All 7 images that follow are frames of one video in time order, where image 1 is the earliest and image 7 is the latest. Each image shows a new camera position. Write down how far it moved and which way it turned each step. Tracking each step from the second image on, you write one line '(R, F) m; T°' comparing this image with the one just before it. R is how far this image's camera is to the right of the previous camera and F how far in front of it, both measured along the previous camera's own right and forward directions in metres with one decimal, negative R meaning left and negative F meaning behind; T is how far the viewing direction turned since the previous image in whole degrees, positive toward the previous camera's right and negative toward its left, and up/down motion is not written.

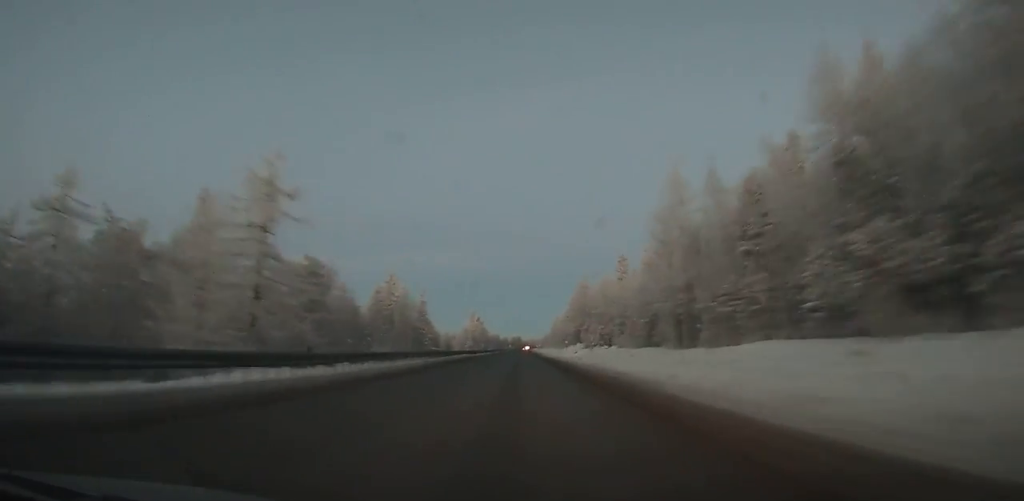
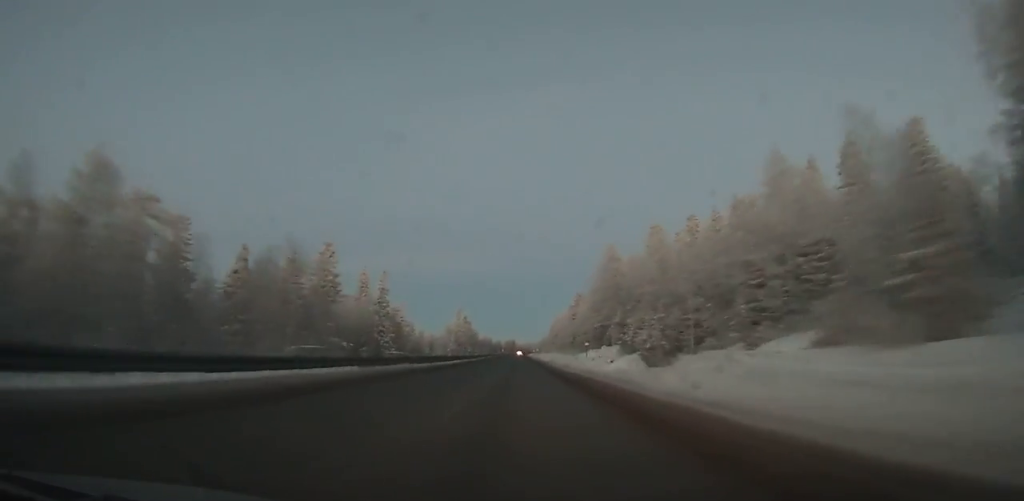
(+0.5, +38.7) m; 0°
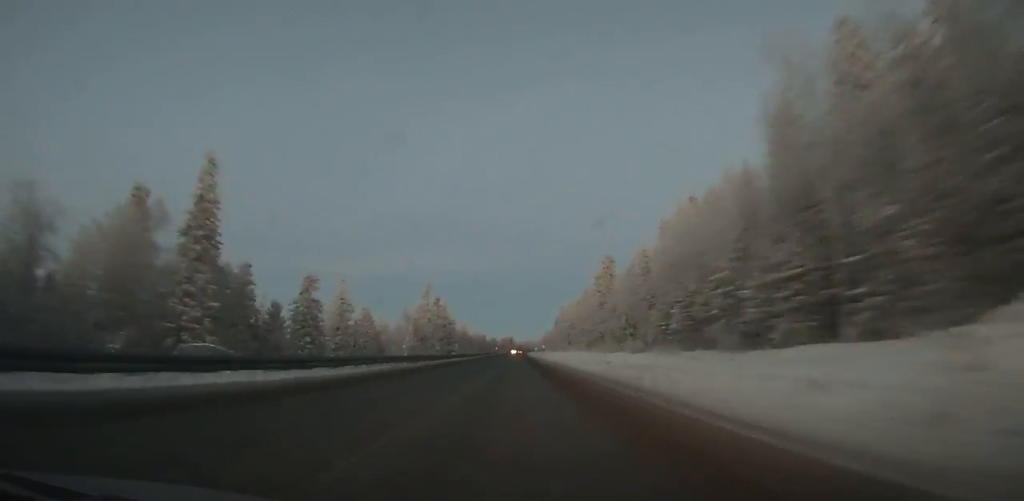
(+0.2, +63.2) m; 0°
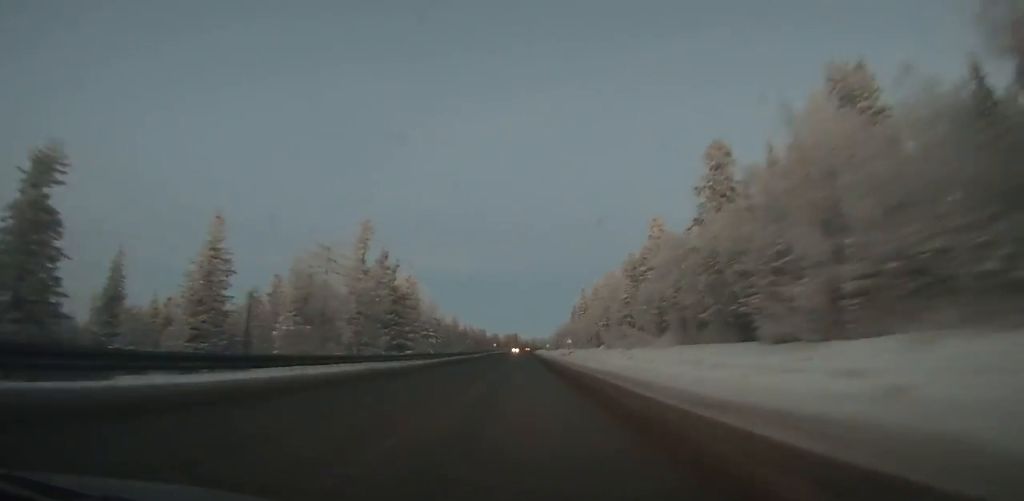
(-0.1, +61.1) m; 0°
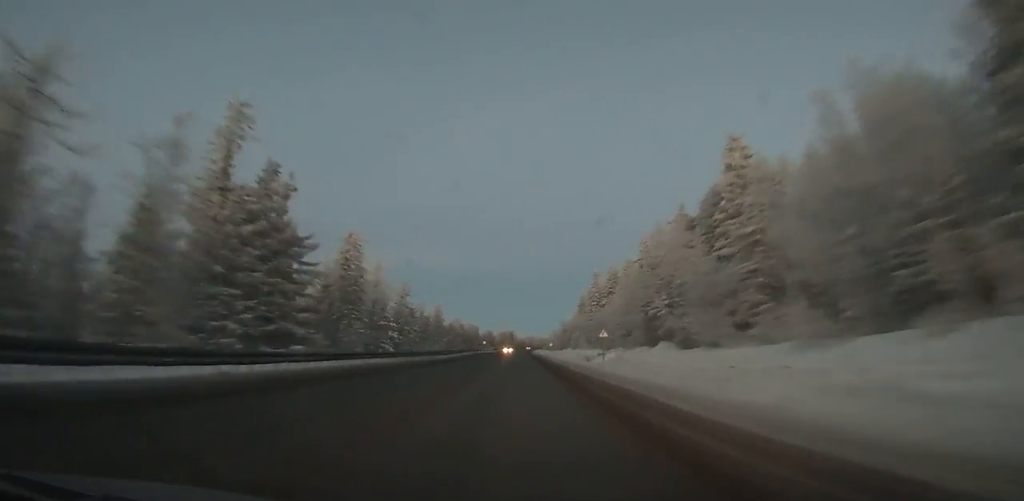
(0.0, +36.8) m; 0°
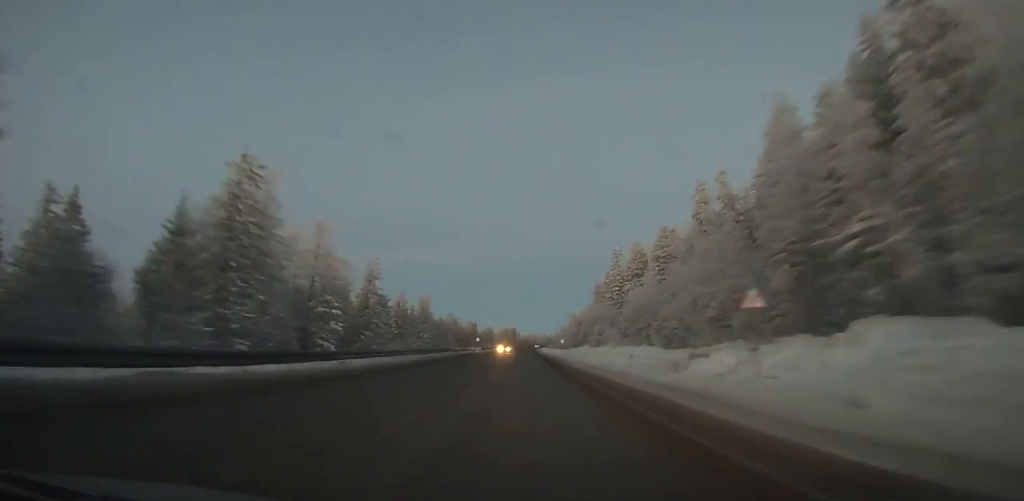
(0.0, +29.6) m; 0°
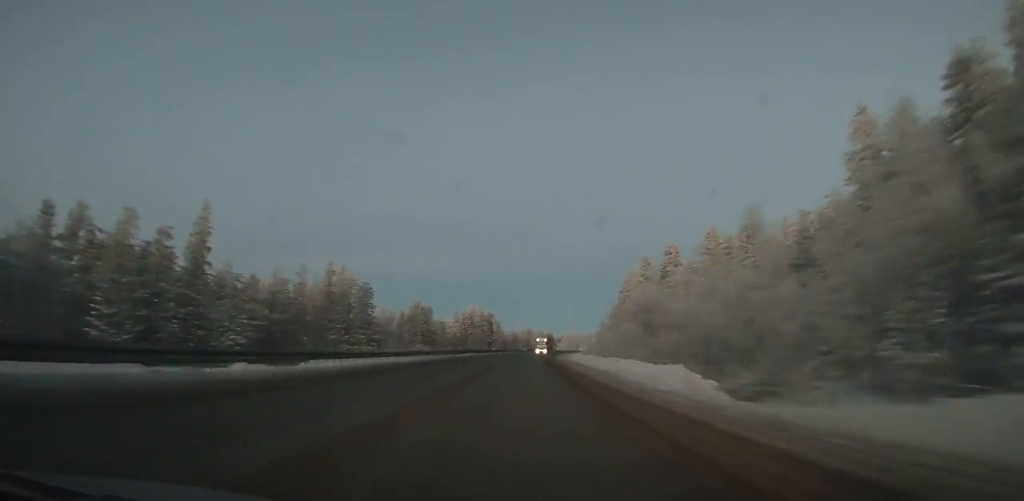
(+1.7, +190.4) m; +2°
